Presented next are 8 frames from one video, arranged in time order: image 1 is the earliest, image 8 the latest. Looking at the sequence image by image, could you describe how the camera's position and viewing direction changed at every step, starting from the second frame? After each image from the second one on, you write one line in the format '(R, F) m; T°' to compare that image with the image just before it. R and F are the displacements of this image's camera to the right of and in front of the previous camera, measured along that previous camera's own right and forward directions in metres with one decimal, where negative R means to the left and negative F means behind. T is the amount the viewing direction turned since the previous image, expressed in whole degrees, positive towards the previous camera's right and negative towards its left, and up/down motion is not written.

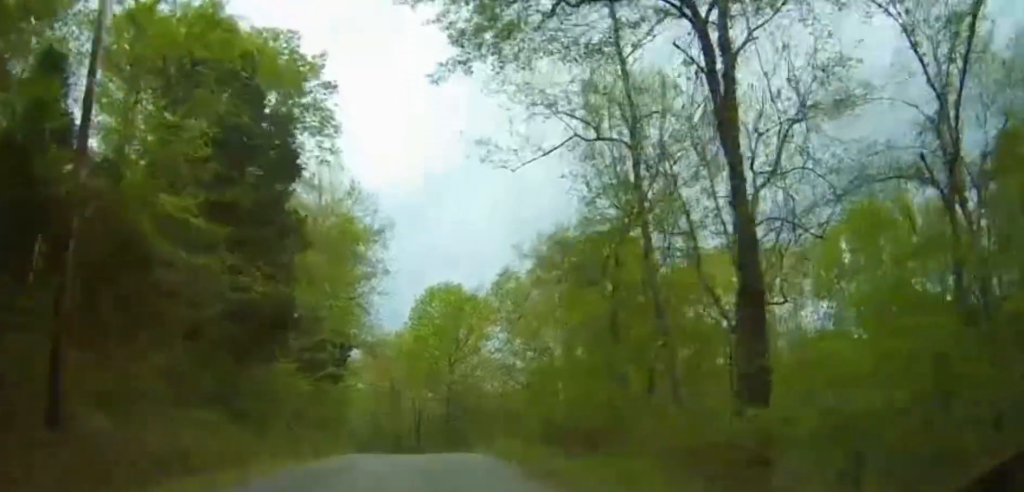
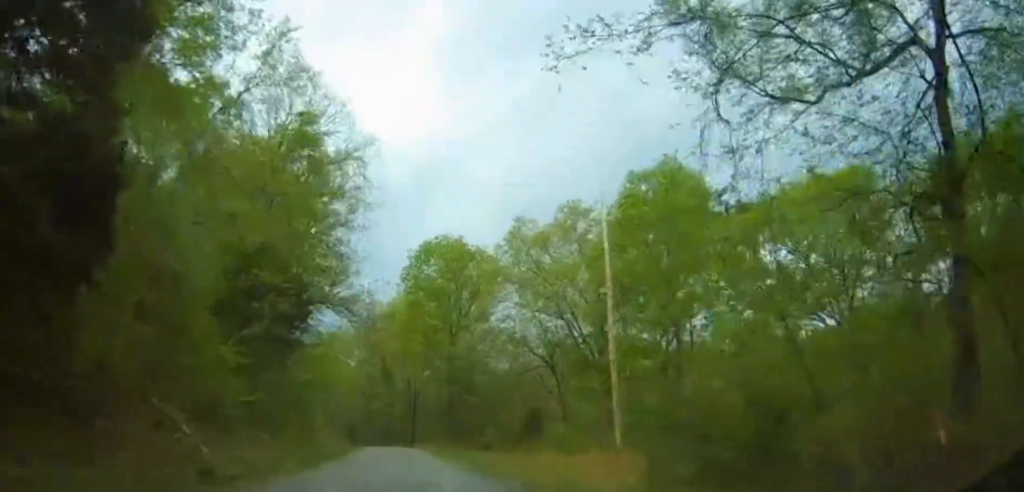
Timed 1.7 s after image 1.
(-0.2, +13.8) m; -4°
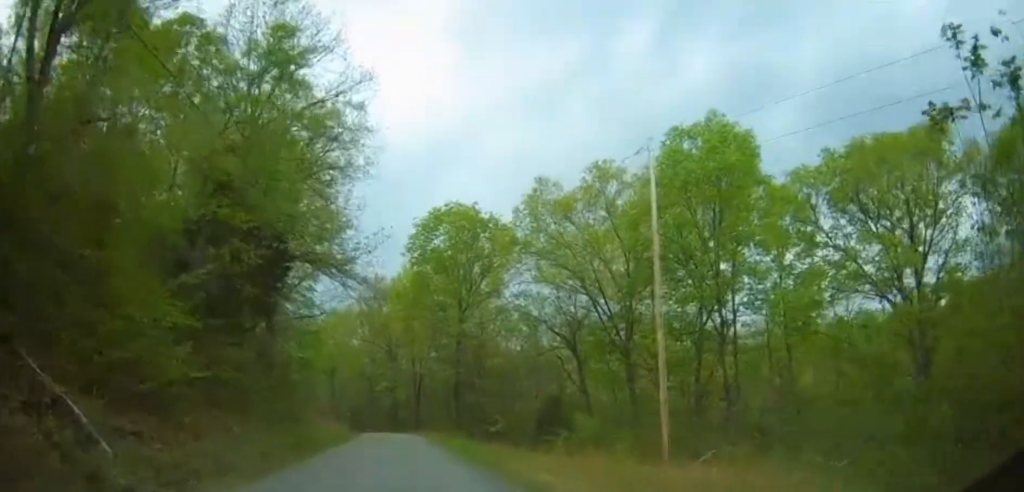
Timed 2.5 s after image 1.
(-0.4, +5.9) m; -1°
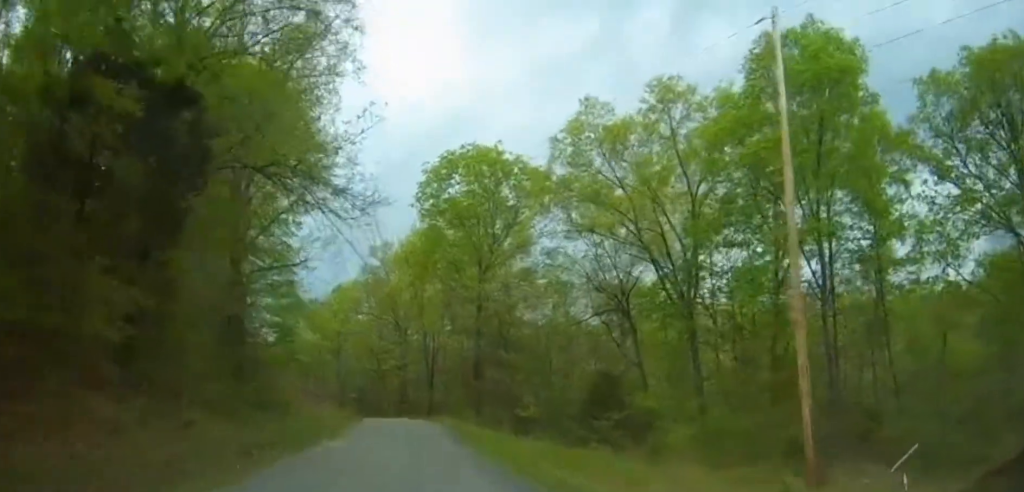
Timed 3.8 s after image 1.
(+0.5, +9.4) m; +3°
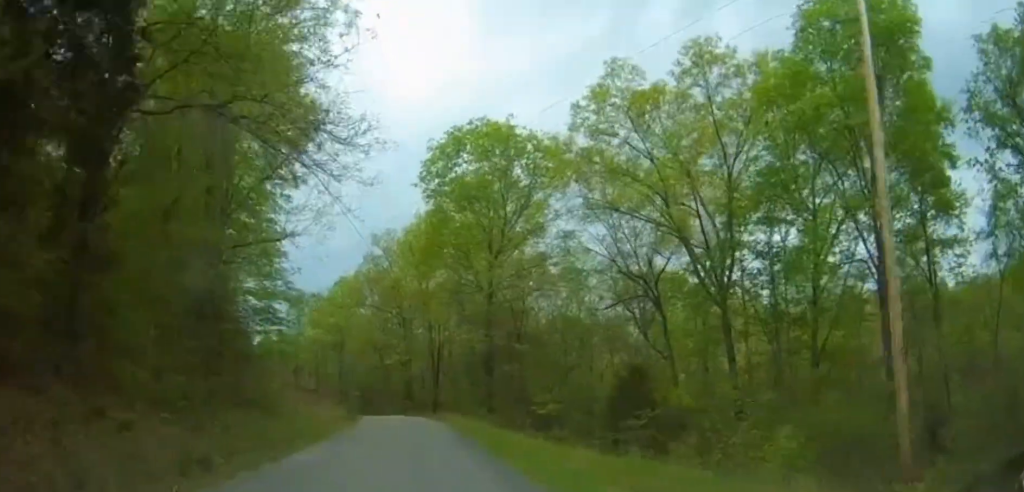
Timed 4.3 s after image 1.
(+0.1, +3.9) m; -1°
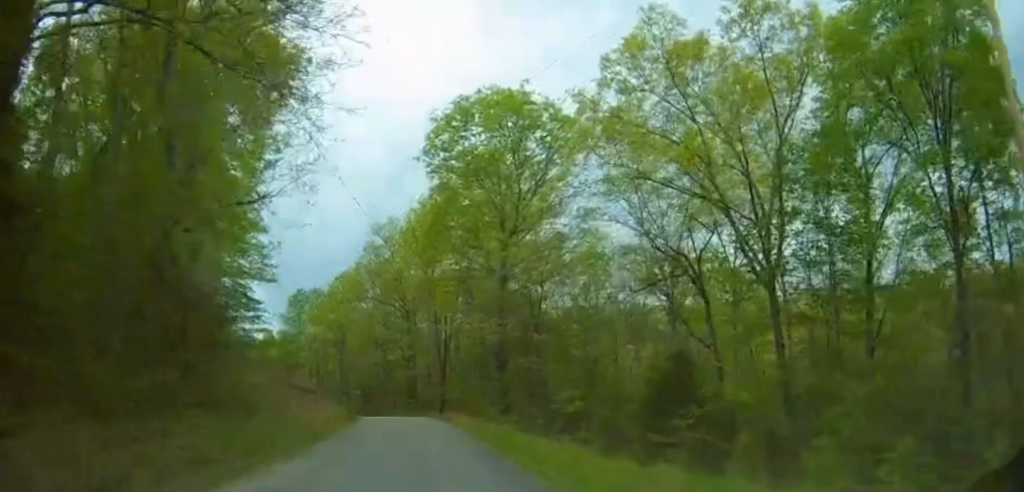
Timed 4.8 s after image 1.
(-0.1, +4.6) m; -2°
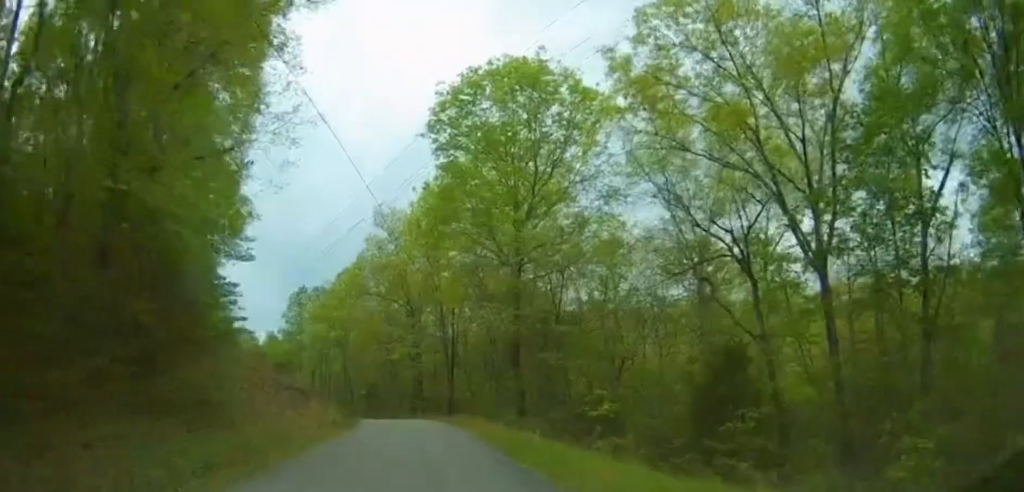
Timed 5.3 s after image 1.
(-0.1, +3.9) m; -2°
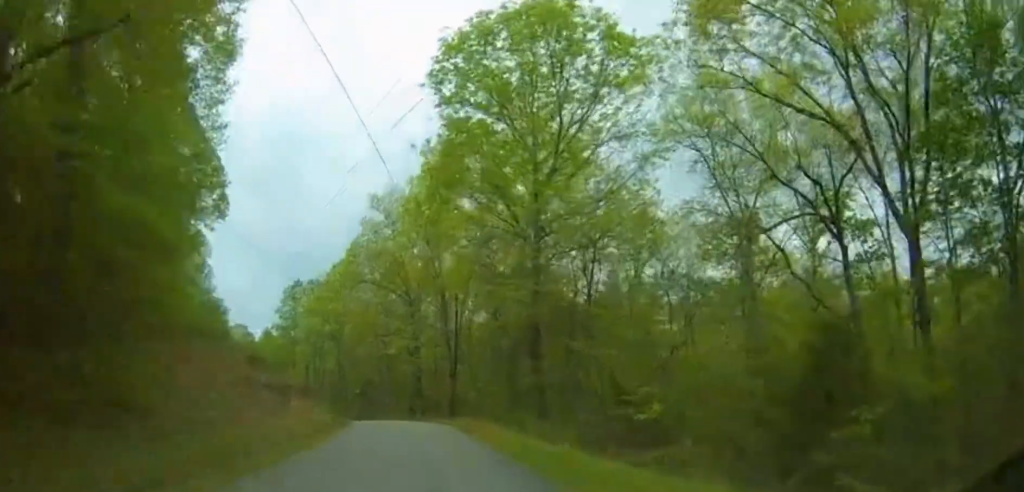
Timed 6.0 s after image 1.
(-0.1, +6.1) m; +1°
